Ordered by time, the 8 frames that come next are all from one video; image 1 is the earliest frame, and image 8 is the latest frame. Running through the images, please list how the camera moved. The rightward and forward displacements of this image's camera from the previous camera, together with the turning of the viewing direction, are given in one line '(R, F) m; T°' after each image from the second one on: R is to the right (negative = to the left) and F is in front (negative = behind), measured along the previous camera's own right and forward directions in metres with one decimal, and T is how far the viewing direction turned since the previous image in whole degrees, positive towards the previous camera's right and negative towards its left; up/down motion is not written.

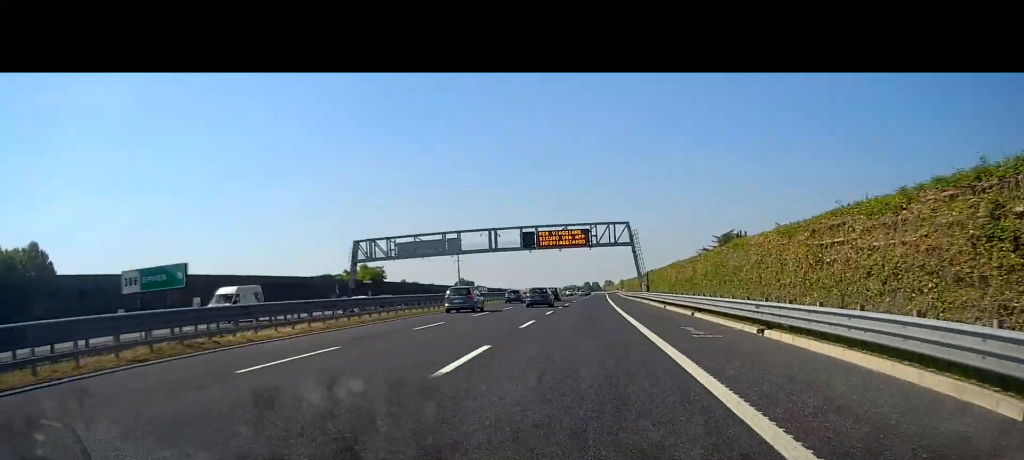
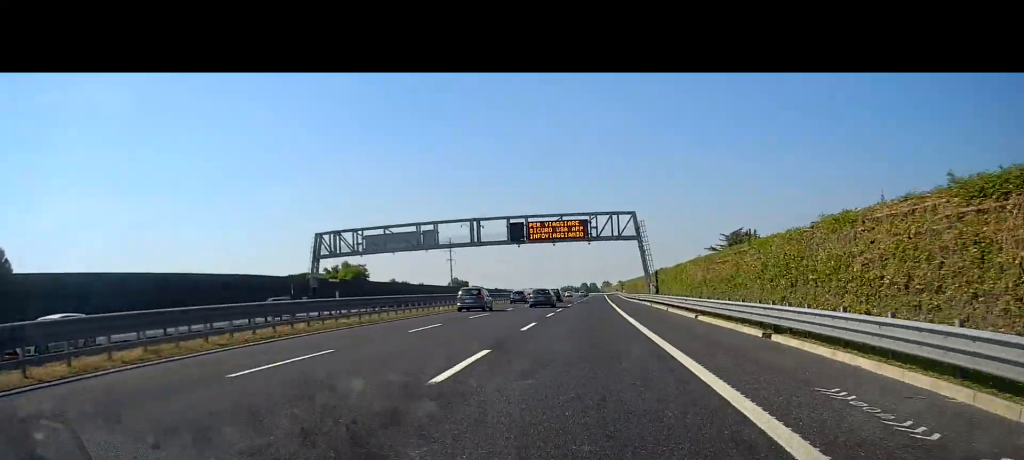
(0.0, +12.3) m; 0°
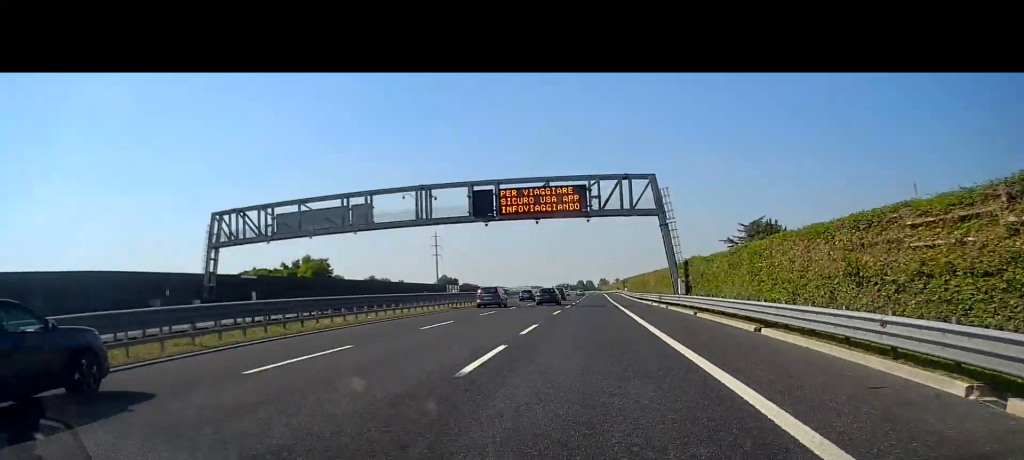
(+0.2, +22.0) m; +1°
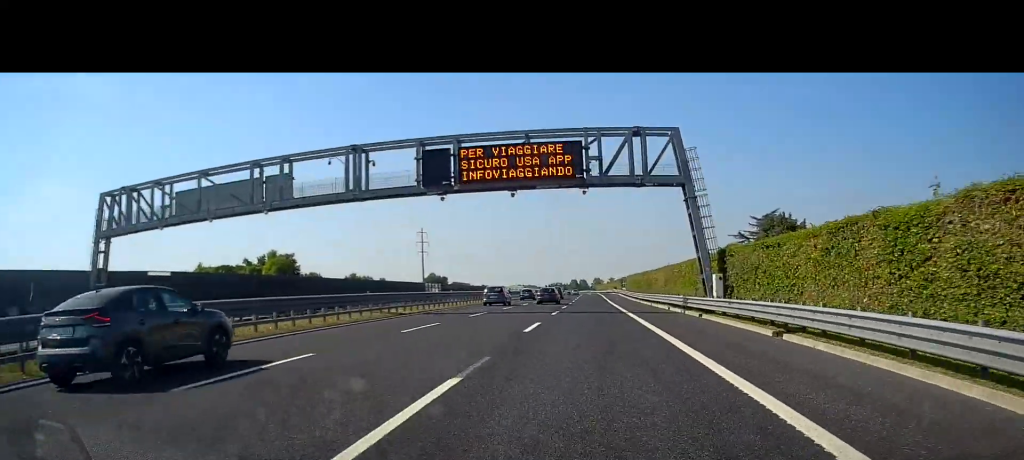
(+0.1, +14.1) m; 0°
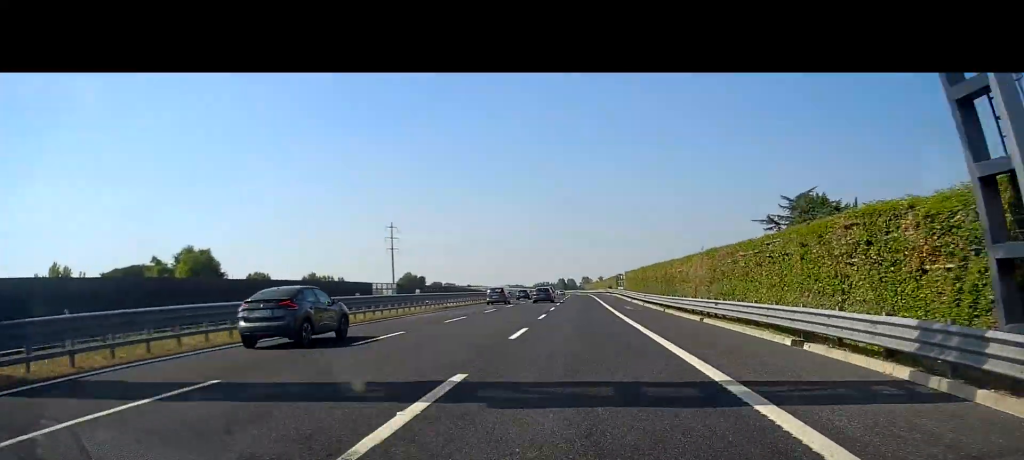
(+0.2, +26.6) m; 0°
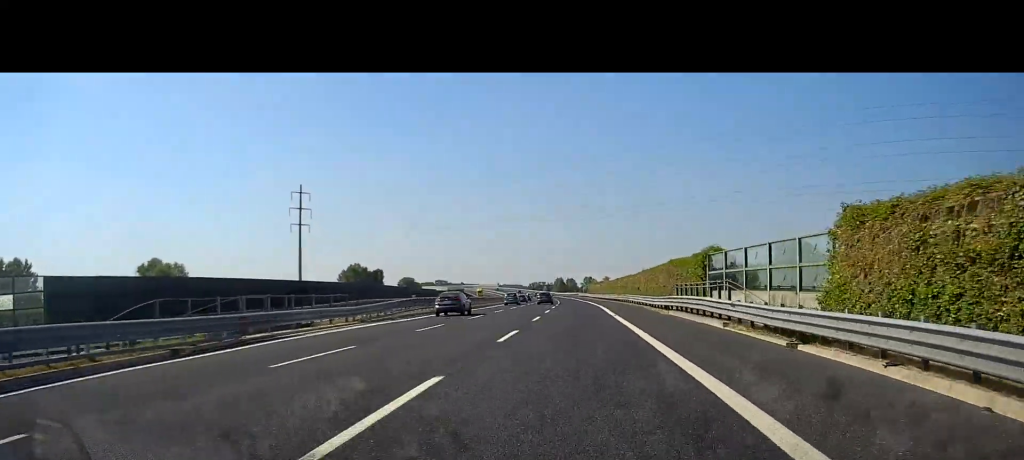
(+0.5, +84.9) m; 0°
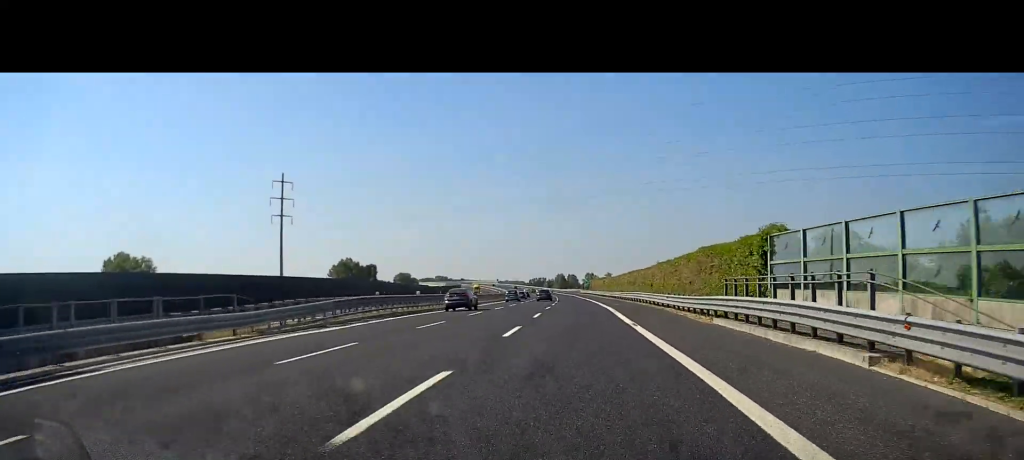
(+0.1, +11.6) m; 0°
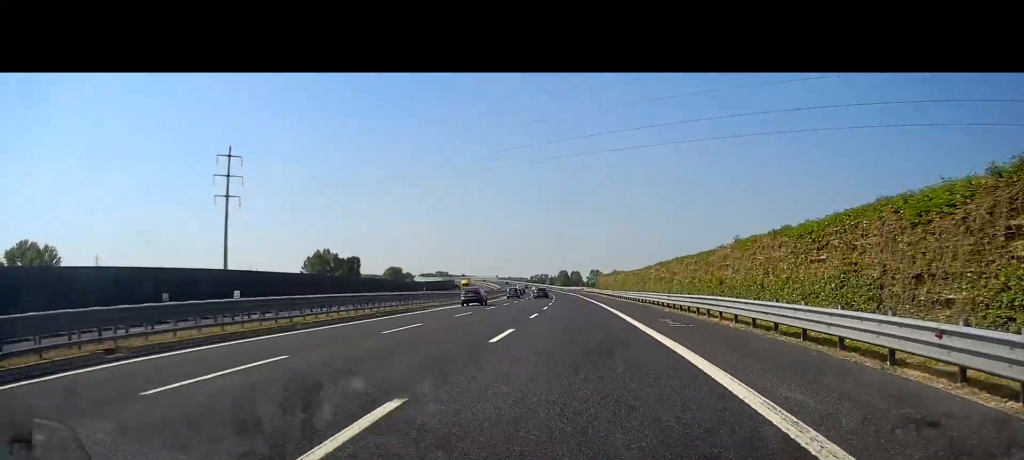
(-0.4, +27.6) m; -1°
